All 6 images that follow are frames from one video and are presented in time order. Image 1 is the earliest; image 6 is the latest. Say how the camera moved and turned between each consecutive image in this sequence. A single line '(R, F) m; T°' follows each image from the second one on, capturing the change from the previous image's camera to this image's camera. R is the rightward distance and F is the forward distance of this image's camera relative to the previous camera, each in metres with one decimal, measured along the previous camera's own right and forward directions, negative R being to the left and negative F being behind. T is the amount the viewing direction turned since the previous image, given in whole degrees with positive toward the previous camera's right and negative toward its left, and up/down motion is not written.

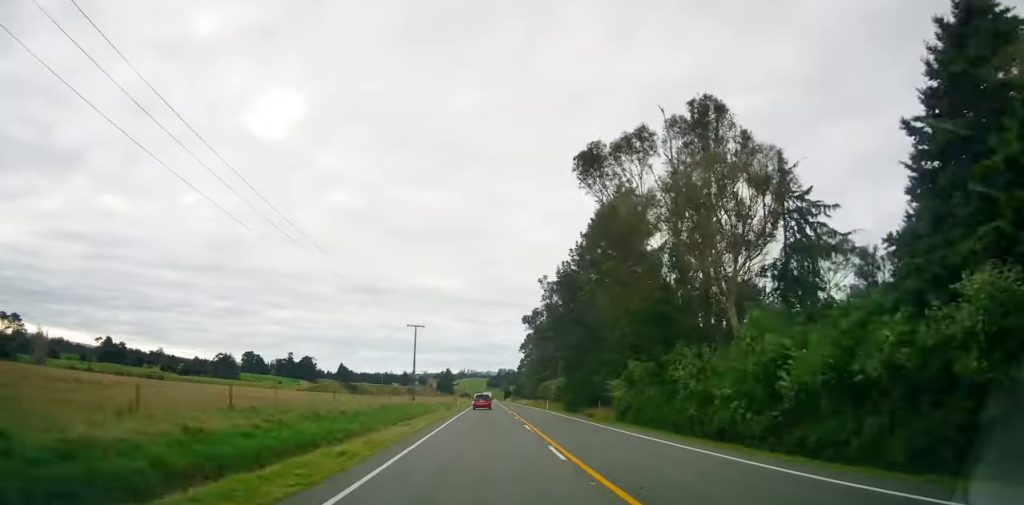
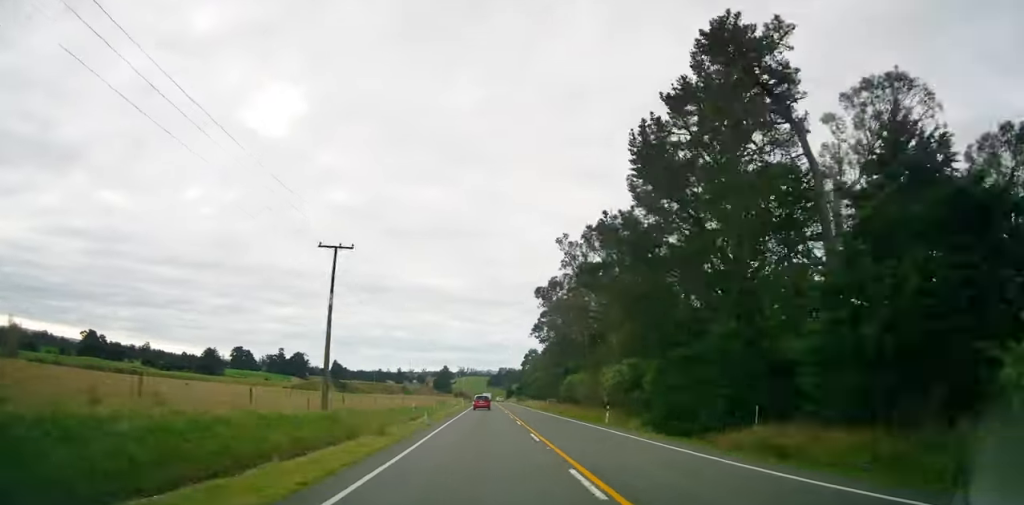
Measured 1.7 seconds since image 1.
(-0.2, +34.1) m; 0°
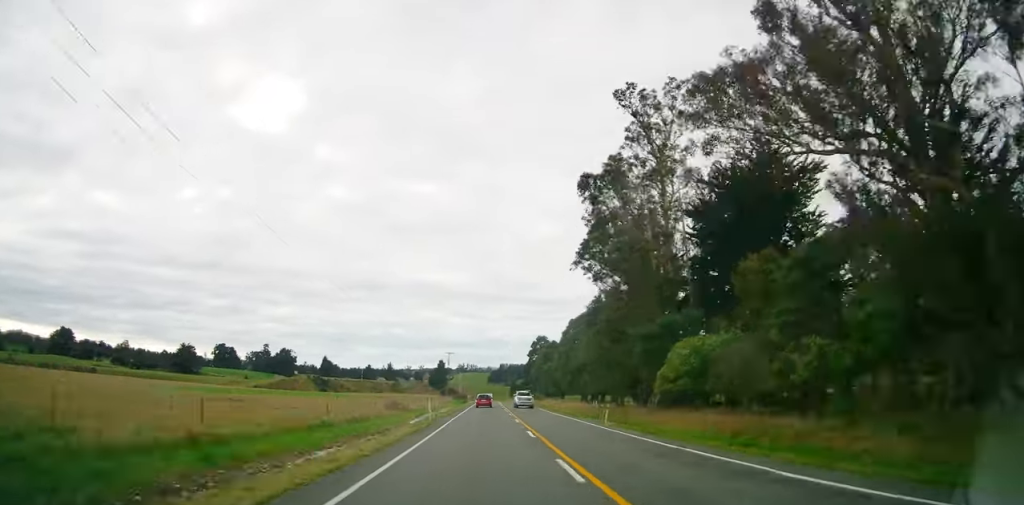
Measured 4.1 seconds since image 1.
(+0.4, +48.3) m; 0°
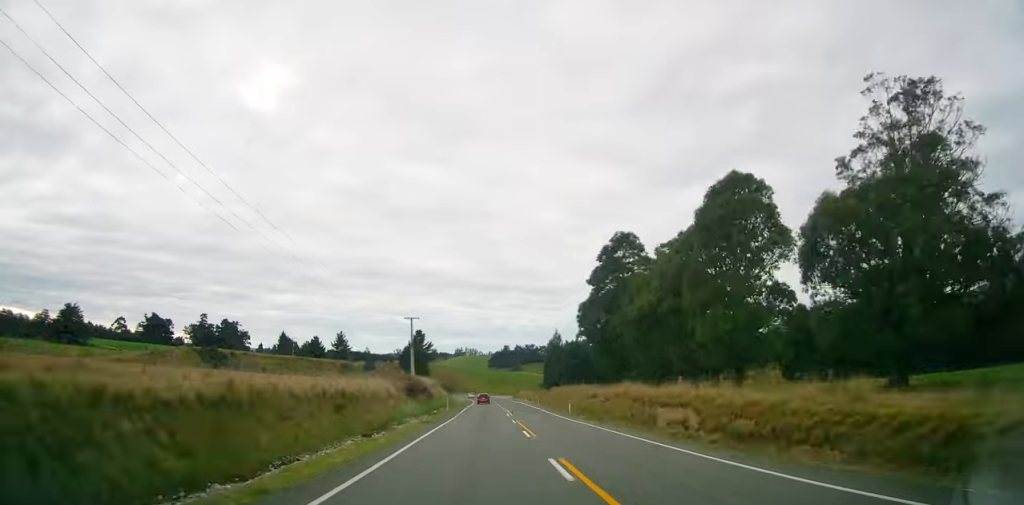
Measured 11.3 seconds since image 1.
(-1.8, +148.3) m; -2°
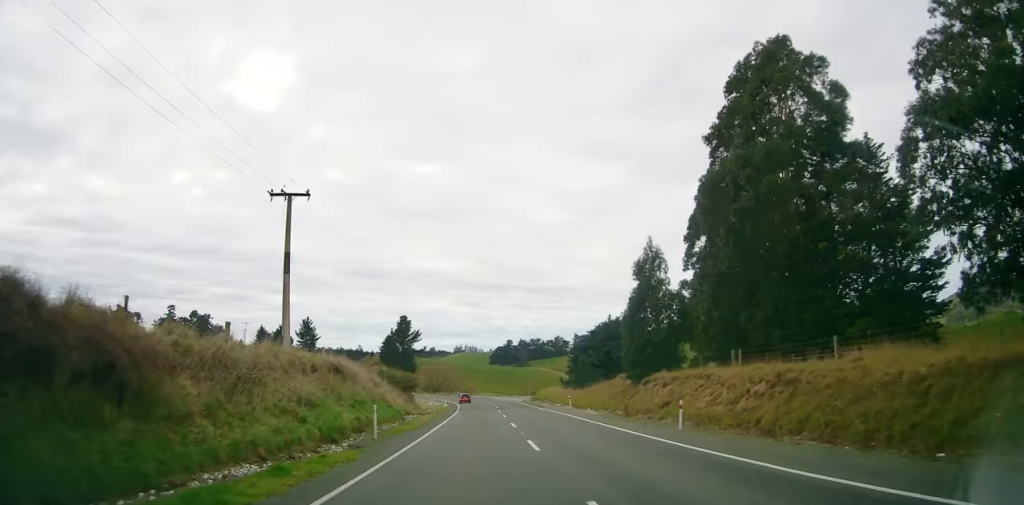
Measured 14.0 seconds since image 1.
(+0.2, +56.2) m; -2°
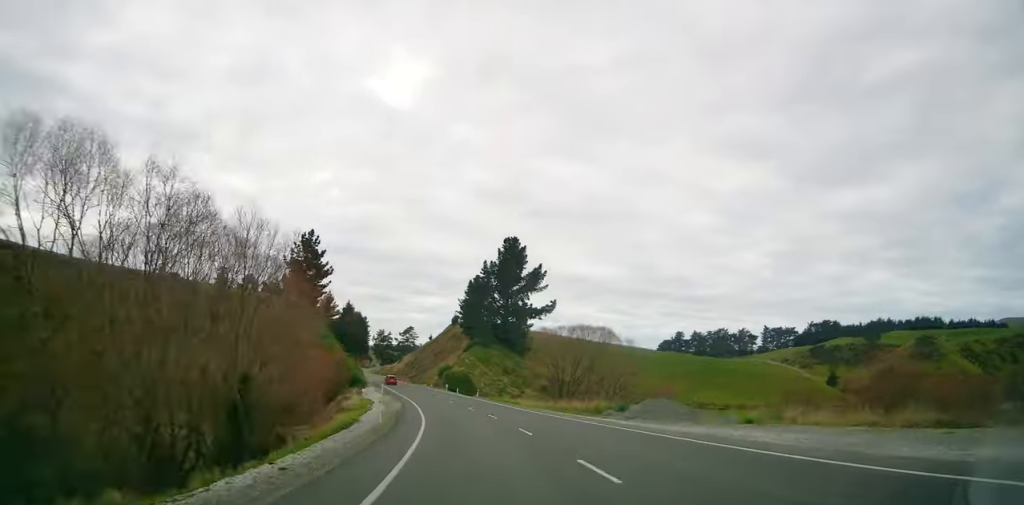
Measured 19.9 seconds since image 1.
(-15.8, +124.7) m; -17°
